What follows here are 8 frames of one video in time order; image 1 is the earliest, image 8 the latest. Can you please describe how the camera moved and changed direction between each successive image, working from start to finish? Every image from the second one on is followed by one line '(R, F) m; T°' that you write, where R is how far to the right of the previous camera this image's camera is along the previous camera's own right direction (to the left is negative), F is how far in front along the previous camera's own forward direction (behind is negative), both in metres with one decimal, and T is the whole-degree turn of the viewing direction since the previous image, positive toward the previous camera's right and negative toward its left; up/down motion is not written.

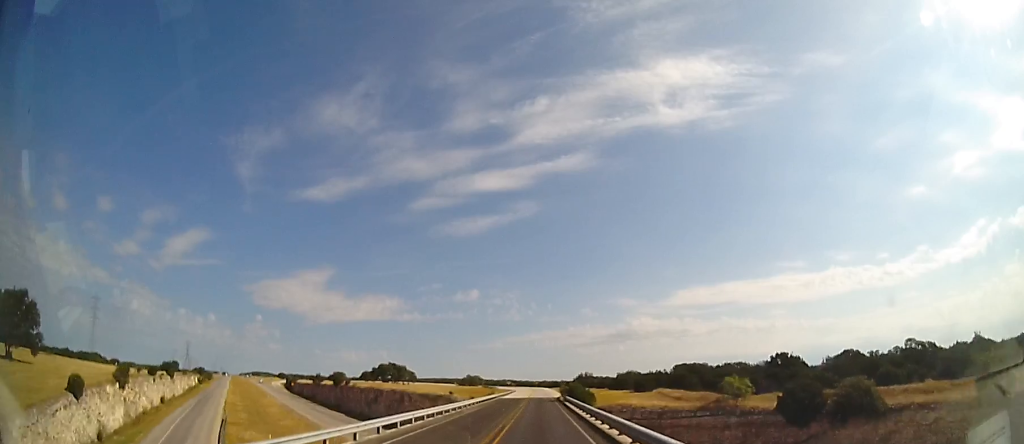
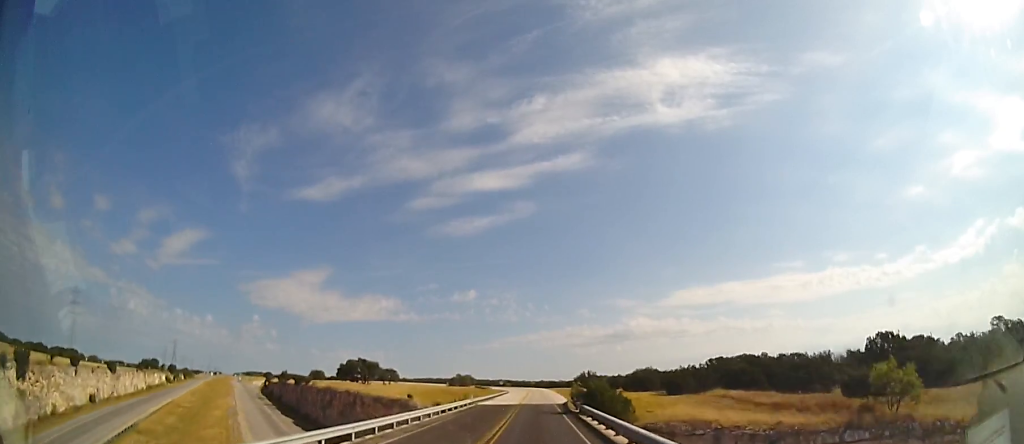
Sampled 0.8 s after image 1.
(-0.1, +23.2) m; 0°
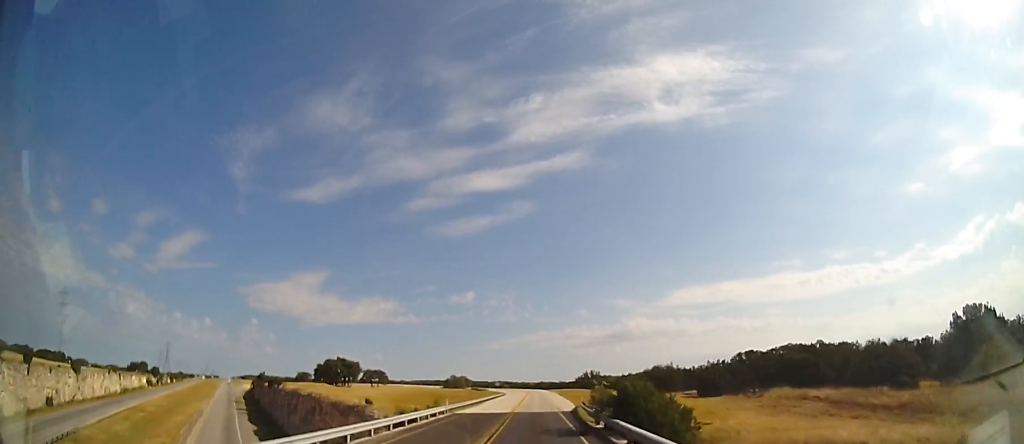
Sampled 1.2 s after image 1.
(-0.2, +13.1) m; 0°
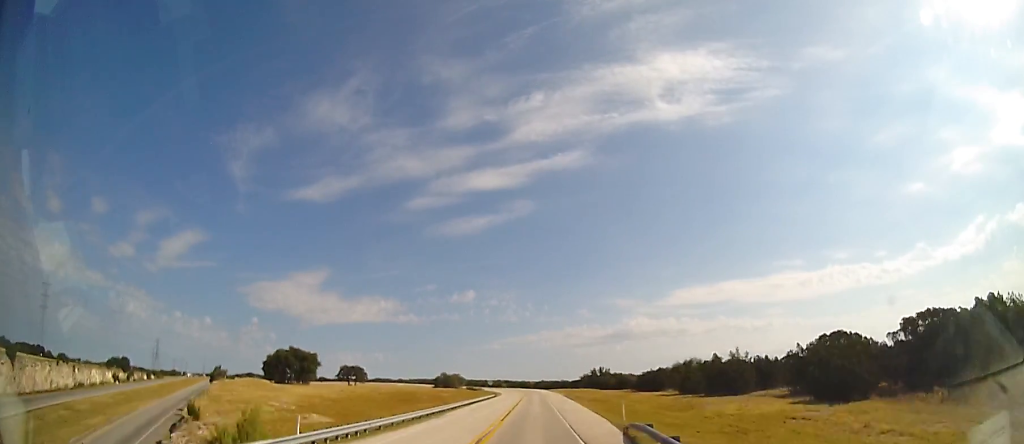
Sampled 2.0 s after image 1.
(+0.4, +22.9) m; 0°
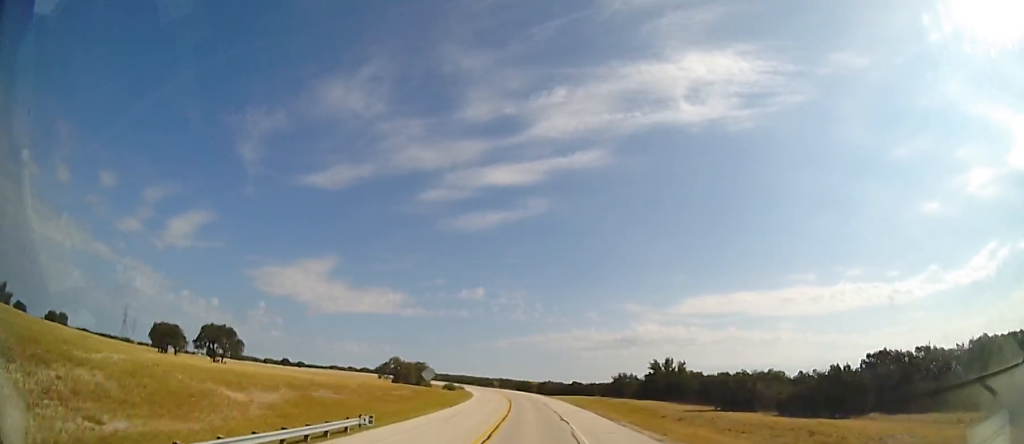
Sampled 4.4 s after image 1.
(-1.7, +74.2) m; -2°
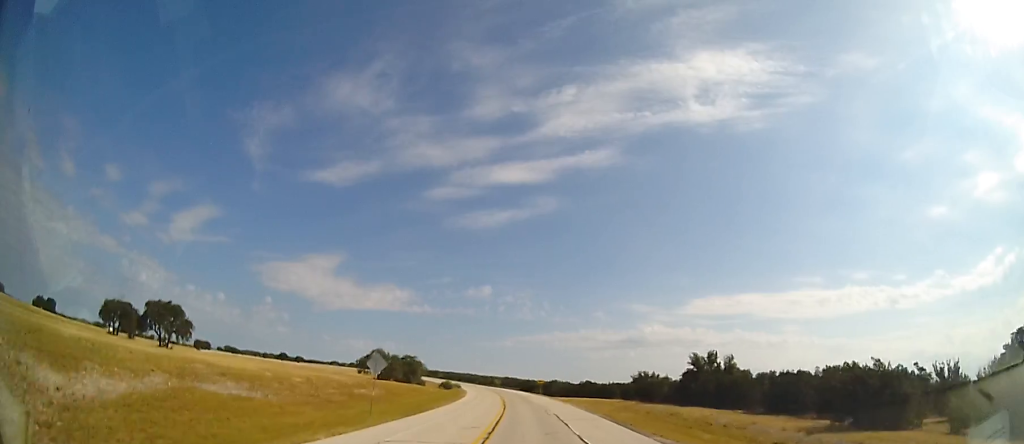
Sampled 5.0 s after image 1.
(-0.2, +18.0) m; 0°
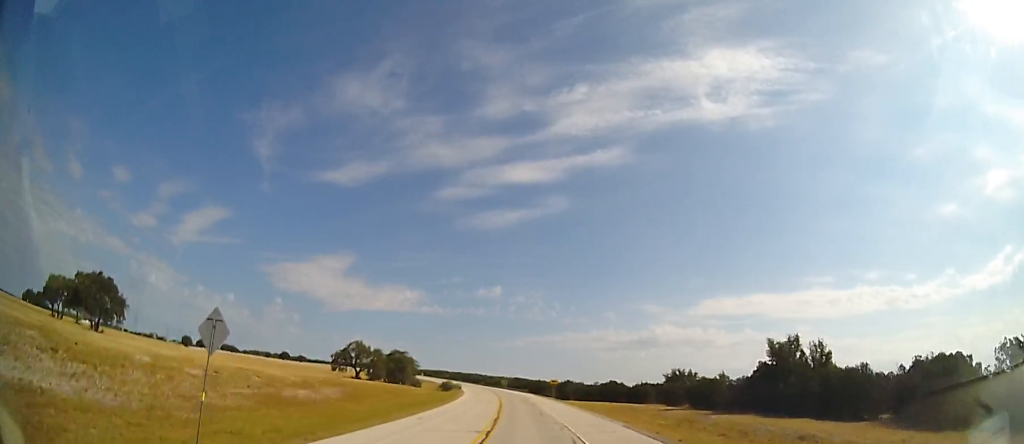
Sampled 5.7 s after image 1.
(0.0, +18.9) m; -1°
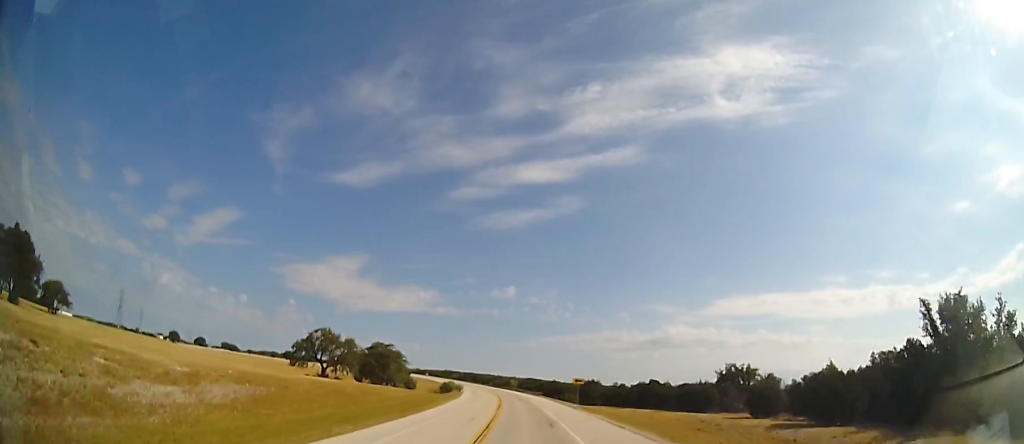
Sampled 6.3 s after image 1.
(+0.1, +19.9) m; -1°
